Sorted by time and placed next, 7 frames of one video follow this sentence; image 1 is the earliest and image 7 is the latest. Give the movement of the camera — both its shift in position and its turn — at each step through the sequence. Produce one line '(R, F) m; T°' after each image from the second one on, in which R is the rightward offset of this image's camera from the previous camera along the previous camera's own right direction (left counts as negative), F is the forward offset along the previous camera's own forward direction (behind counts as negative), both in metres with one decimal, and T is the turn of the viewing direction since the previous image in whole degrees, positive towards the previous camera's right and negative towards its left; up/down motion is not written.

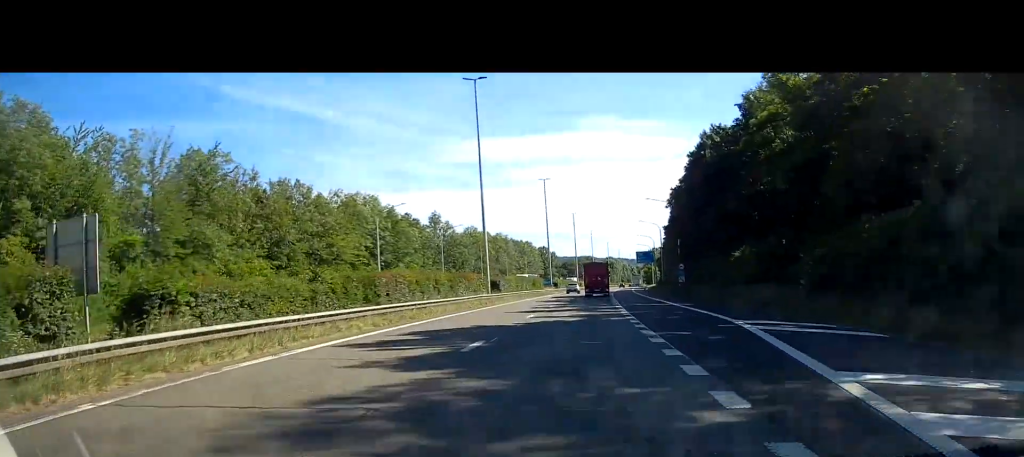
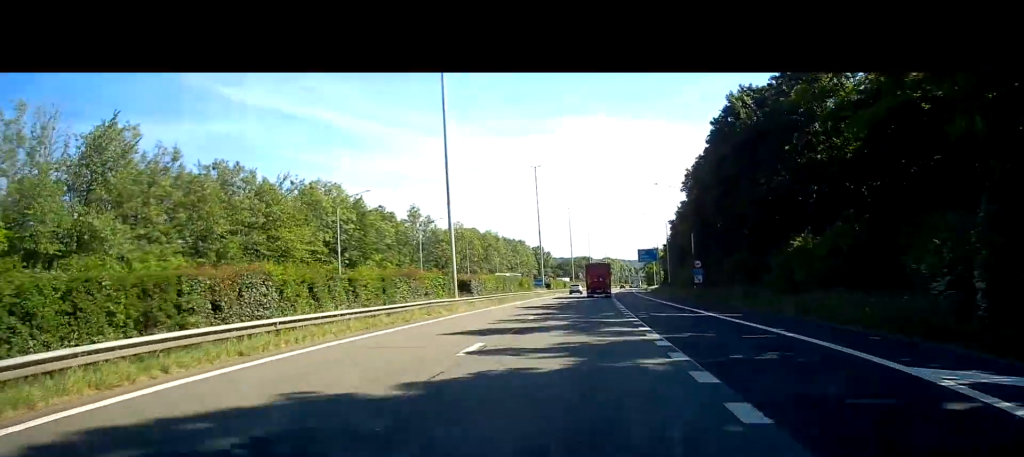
(+0.2, +13.4) m; +1°
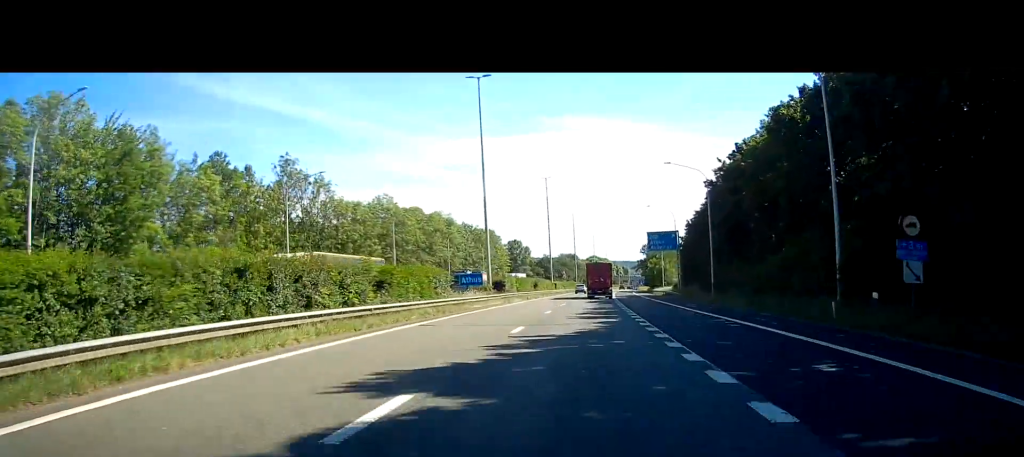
(0.0, +44.7) m; 0°
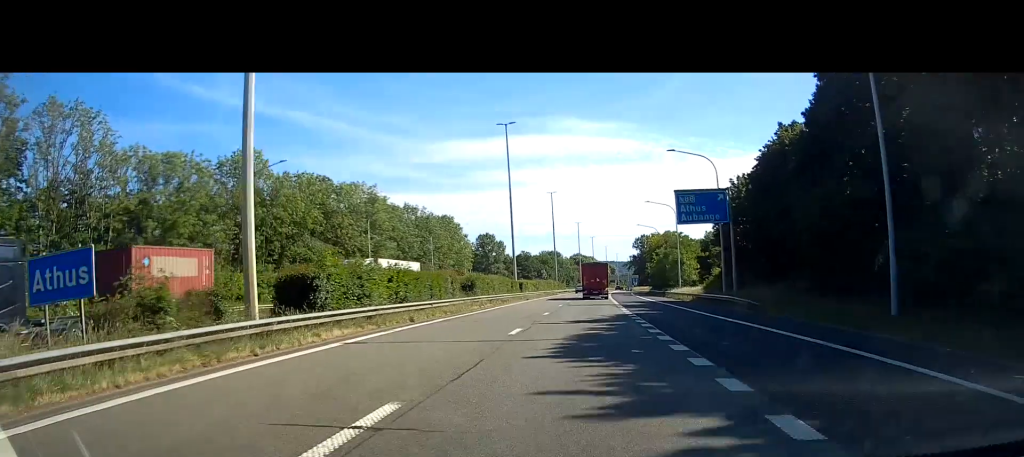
(0.0, +39.1) m; 0°
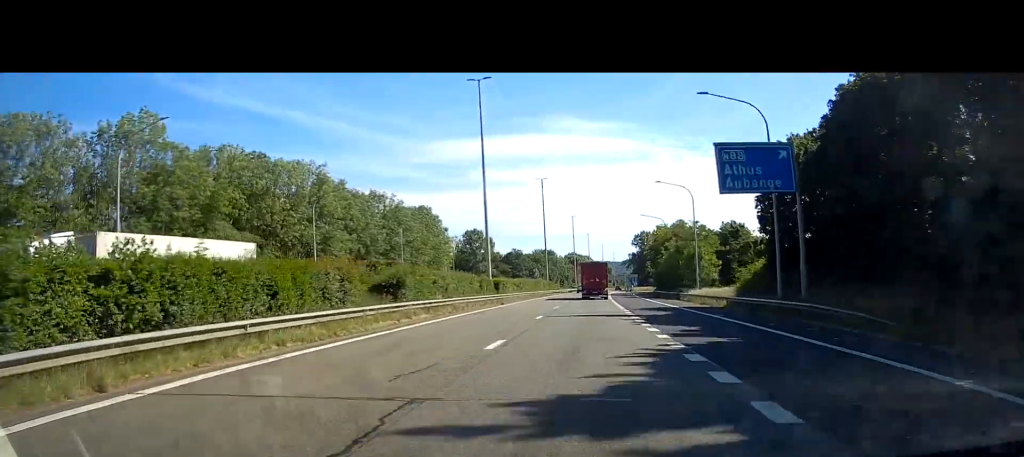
(0.0, +17.0) m; 0°
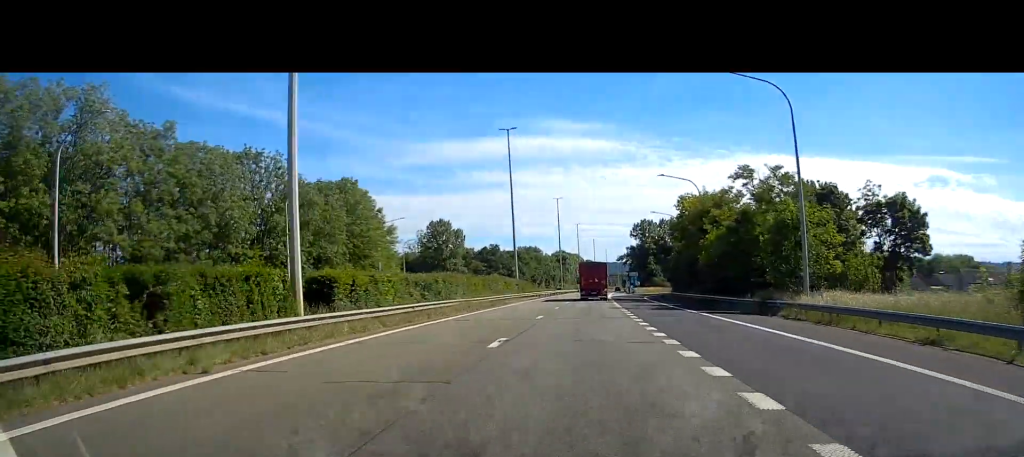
(0.0, +37.6) m; +1°
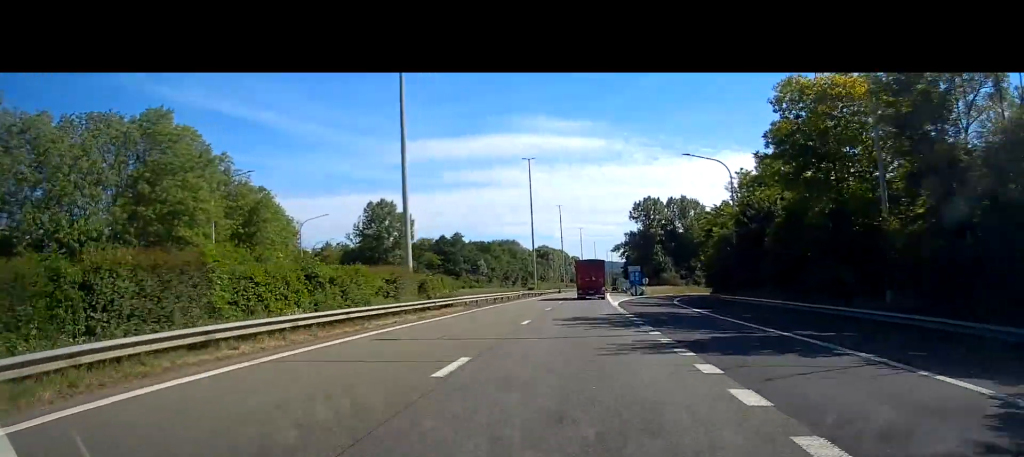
(+1.1, +42.8) m; +3°
